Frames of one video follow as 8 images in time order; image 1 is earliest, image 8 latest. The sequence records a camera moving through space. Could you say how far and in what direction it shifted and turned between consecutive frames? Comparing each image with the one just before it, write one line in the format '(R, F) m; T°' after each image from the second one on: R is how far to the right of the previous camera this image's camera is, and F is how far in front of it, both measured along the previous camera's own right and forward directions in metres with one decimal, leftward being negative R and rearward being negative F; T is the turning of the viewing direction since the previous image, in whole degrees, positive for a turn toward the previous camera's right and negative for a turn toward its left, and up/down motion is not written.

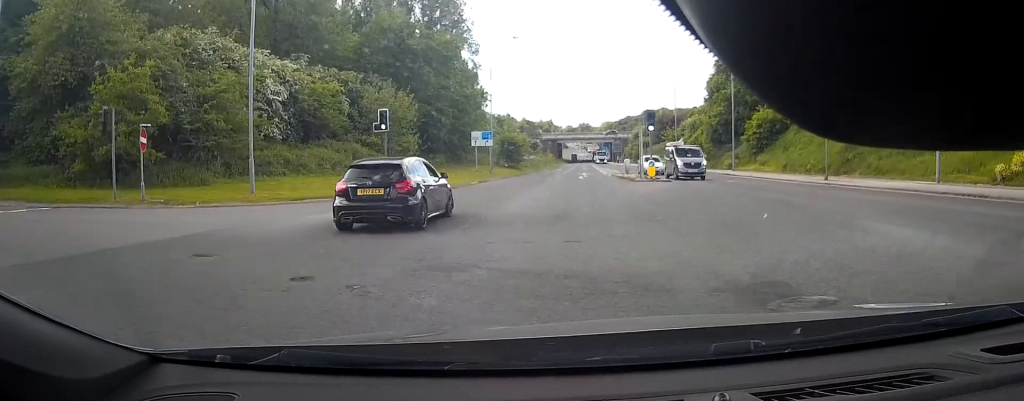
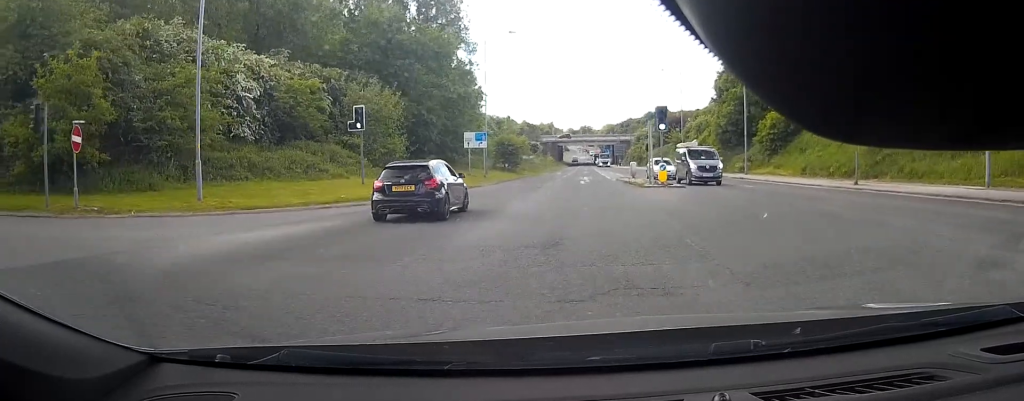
(+0.1, +4.2) m; +1°
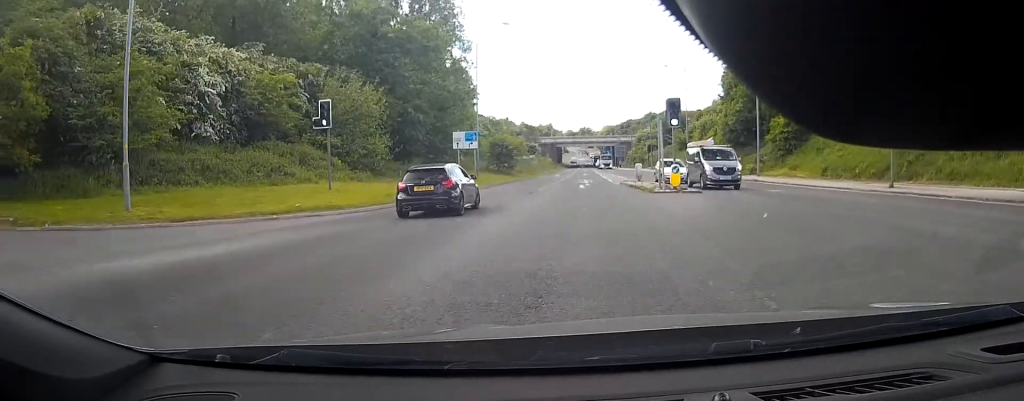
(+0.2, +4.0) m; 0°
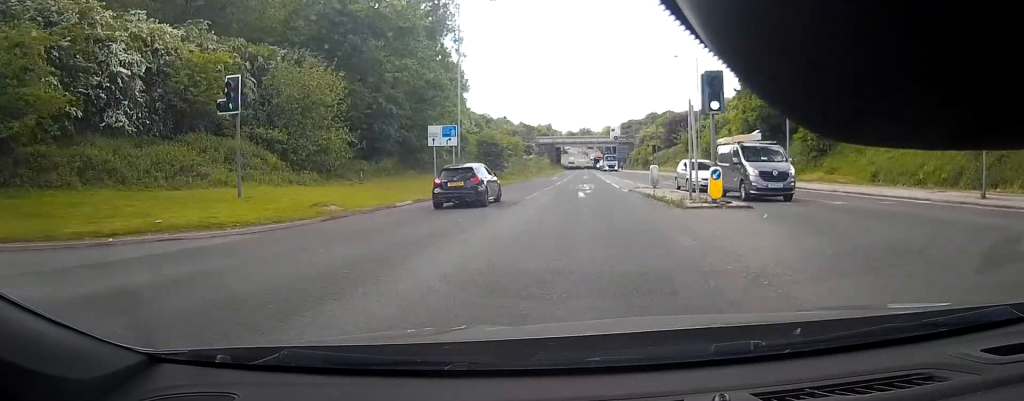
(0.0, +7.2) m; 0°
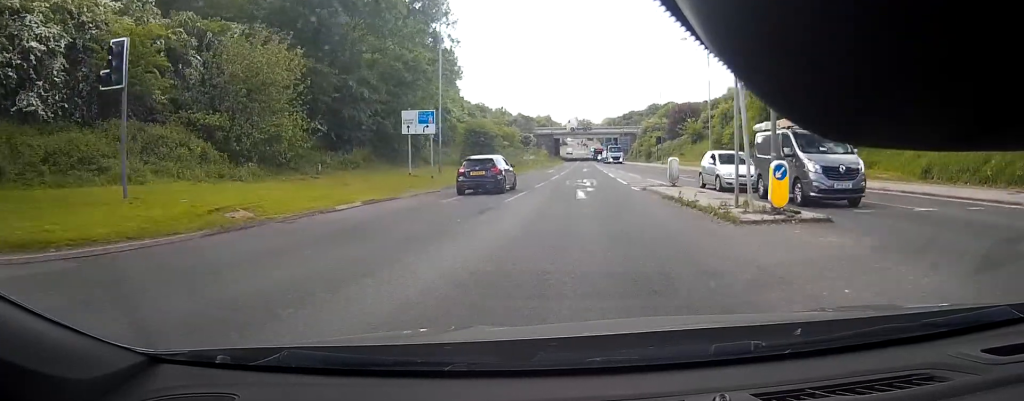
(-0.1, +5.3) m; -1°
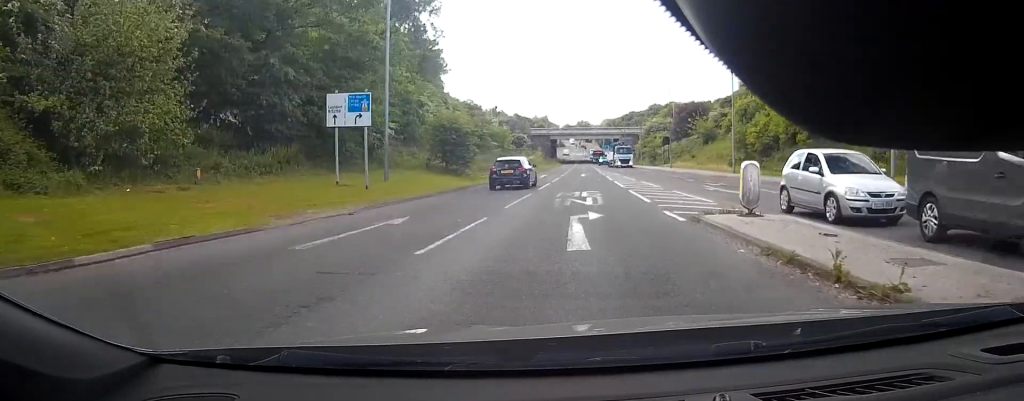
(0.0, +9.8) m; 0°
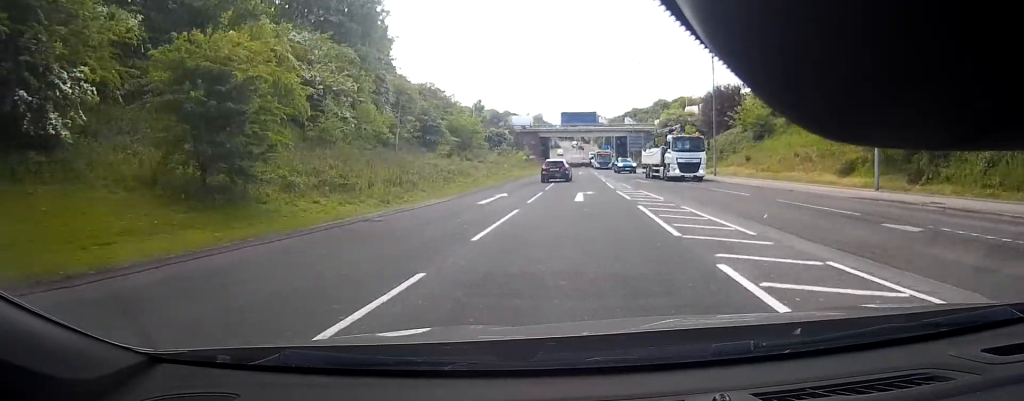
(+0.3, +26.2) m; +1°
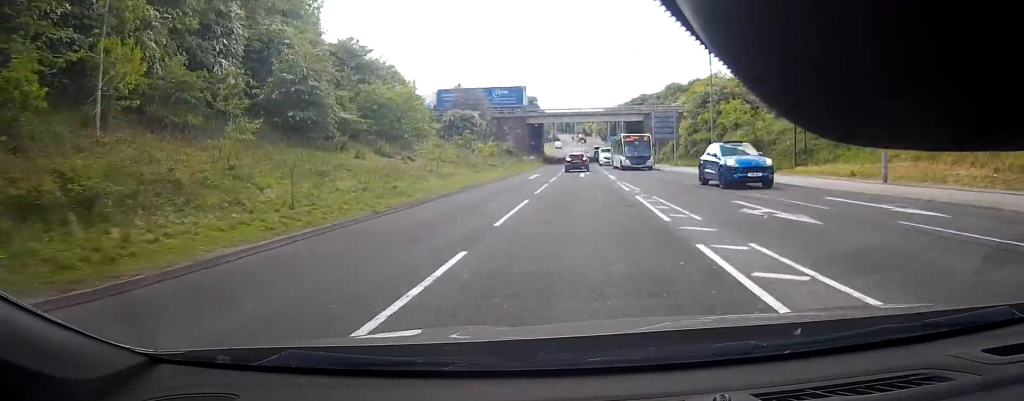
(-0.2, +27.8) m; -1°
